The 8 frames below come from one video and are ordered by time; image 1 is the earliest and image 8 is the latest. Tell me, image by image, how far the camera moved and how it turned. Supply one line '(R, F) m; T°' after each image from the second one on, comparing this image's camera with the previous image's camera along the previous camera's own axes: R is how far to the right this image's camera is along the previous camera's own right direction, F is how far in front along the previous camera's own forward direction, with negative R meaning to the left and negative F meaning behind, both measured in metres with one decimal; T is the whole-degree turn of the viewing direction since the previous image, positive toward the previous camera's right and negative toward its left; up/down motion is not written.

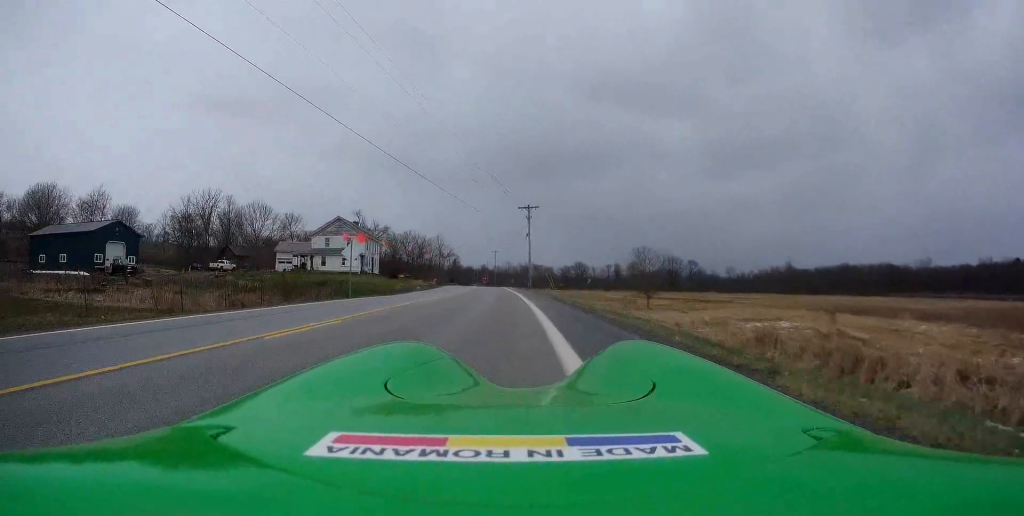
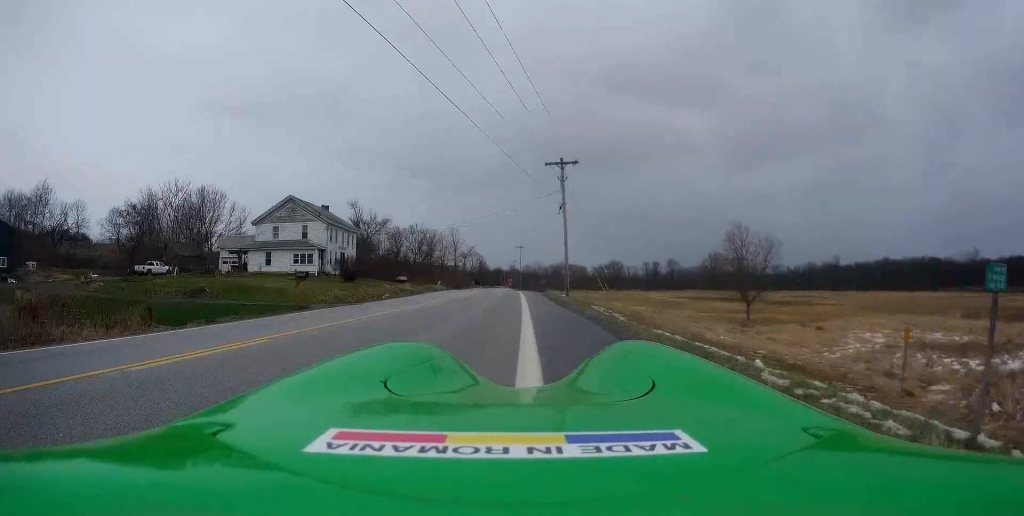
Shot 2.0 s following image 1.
(-0.7, +28.9) m; -2°
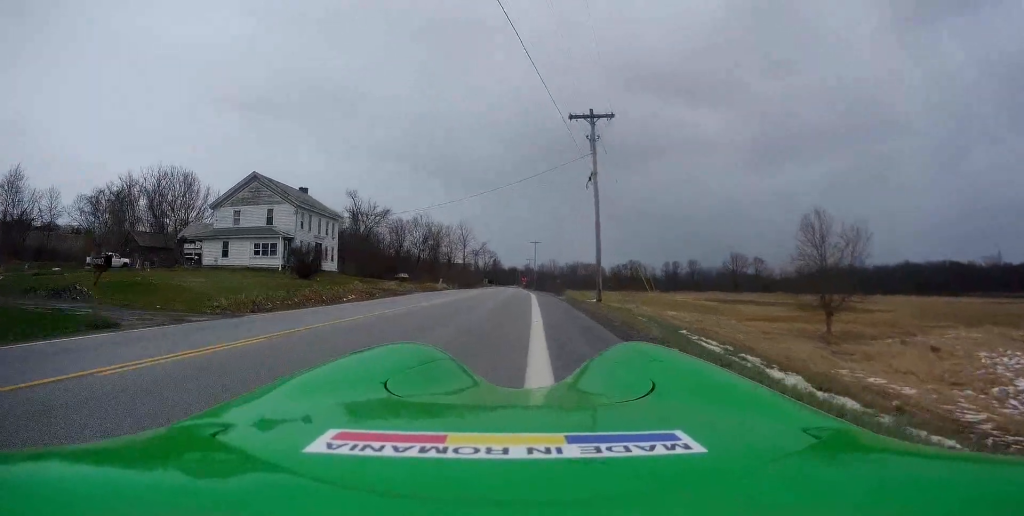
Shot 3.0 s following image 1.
(+0.1, +12.9) m; -1°
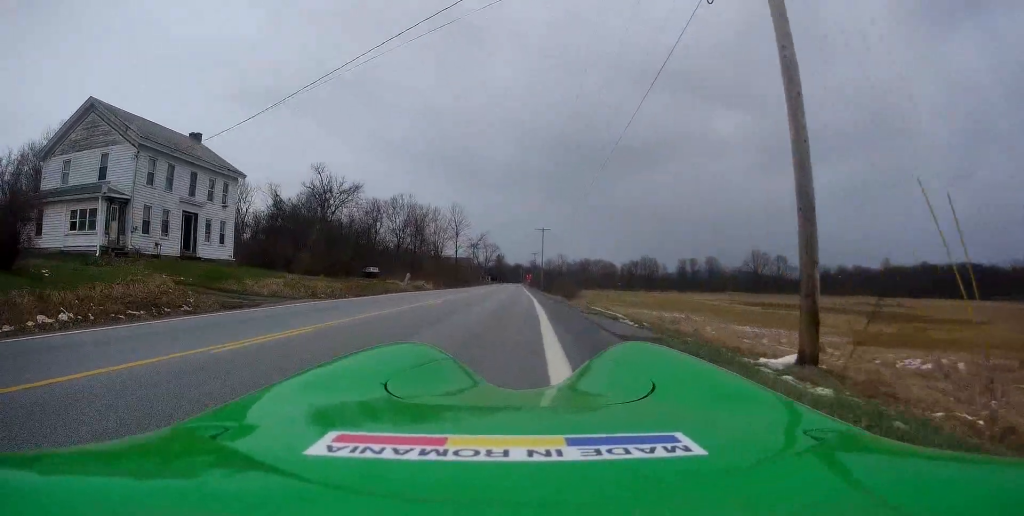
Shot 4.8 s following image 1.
(-0.9, +23.3) m; -3°
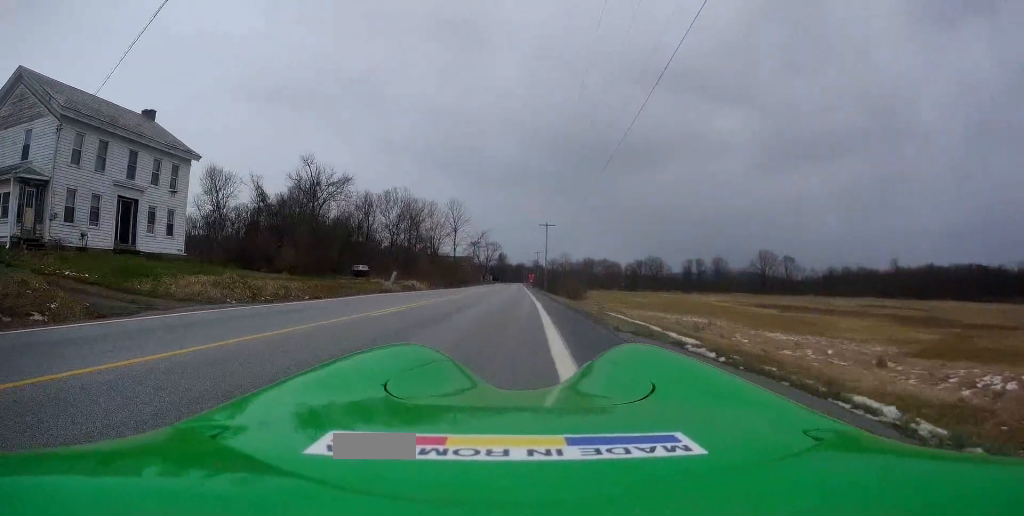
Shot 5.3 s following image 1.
(+0.2, +6.3) m; 0°
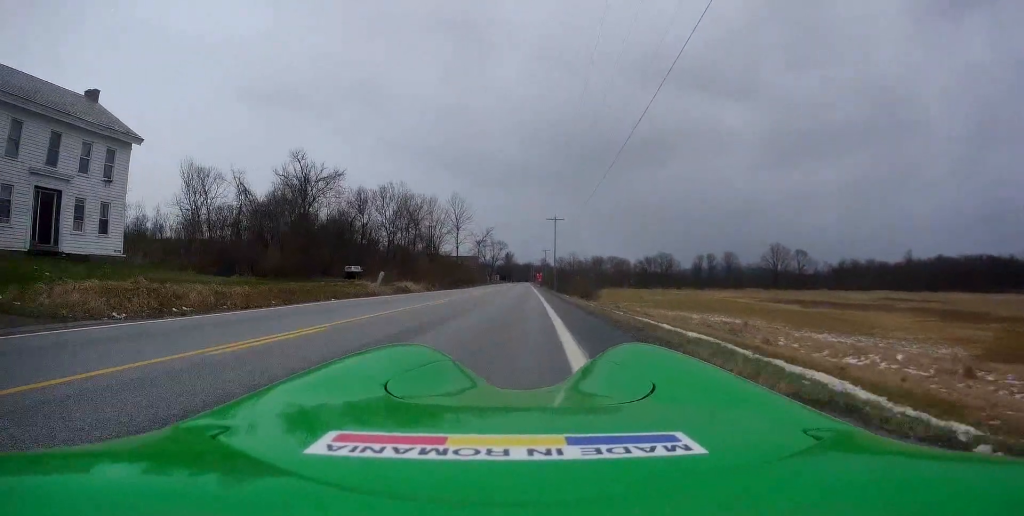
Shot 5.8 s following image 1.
(+0.1, +6.3) m; 0°
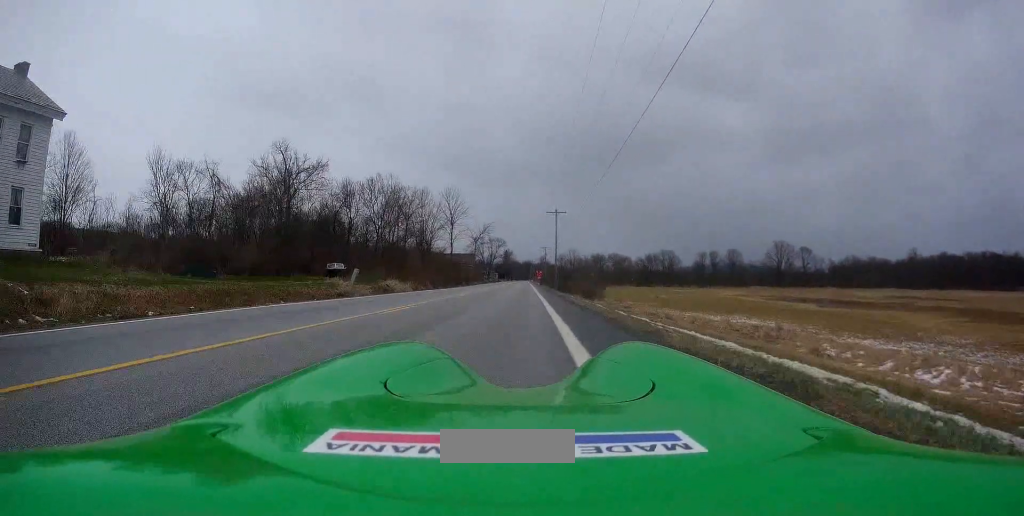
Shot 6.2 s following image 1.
(-0.1, +5.7) m; 0°
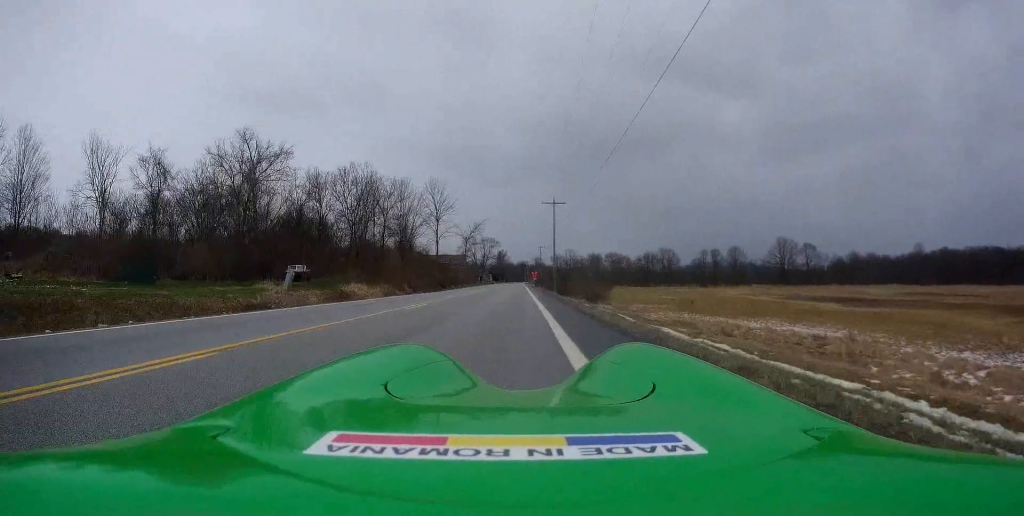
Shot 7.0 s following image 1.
(0.0, +9.4) m; -1°
